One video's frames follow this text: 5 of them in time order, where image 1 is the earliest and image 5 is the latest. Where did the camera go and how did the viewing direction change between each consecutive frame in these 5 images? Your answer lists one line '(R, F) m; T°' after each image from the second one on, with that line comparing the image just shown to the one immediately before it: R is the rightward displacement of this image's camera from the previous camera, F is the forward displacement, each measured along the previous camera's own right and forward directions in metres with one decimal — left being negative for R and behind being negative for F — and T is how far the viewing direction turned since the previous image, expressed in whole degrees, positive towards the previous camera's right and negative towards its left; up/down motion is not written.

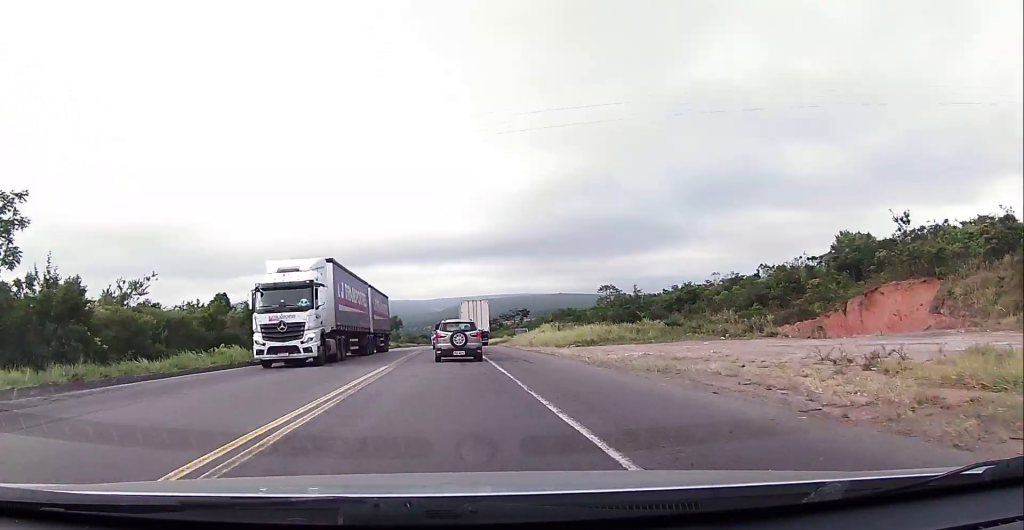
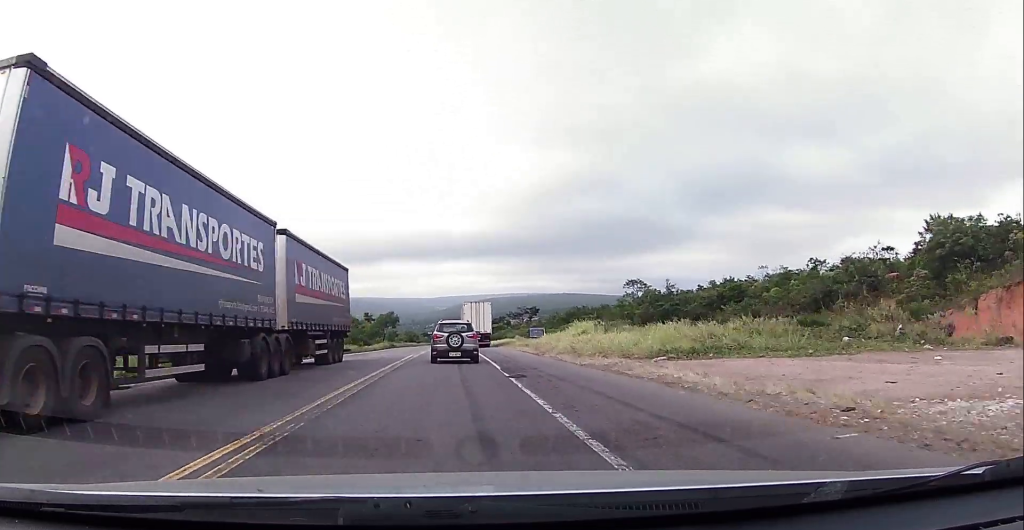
(0.0, +15.9) m; 0°
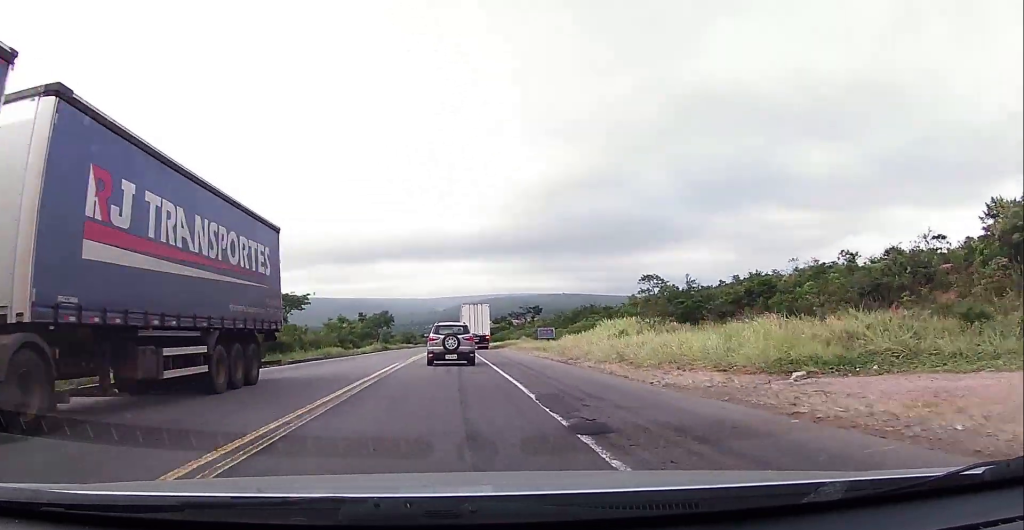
(0.0, +9.0) m; 0°
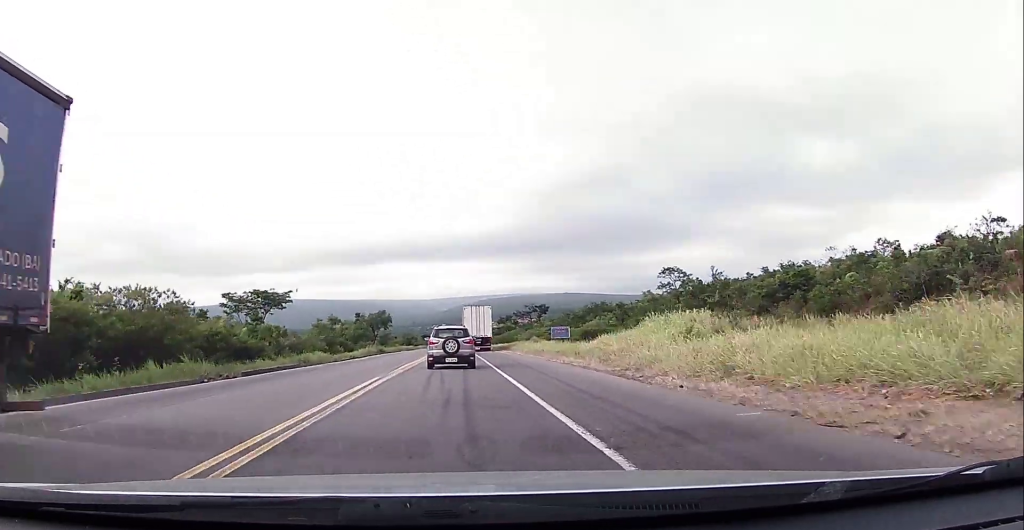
(0.0, +8.5) m; 0°
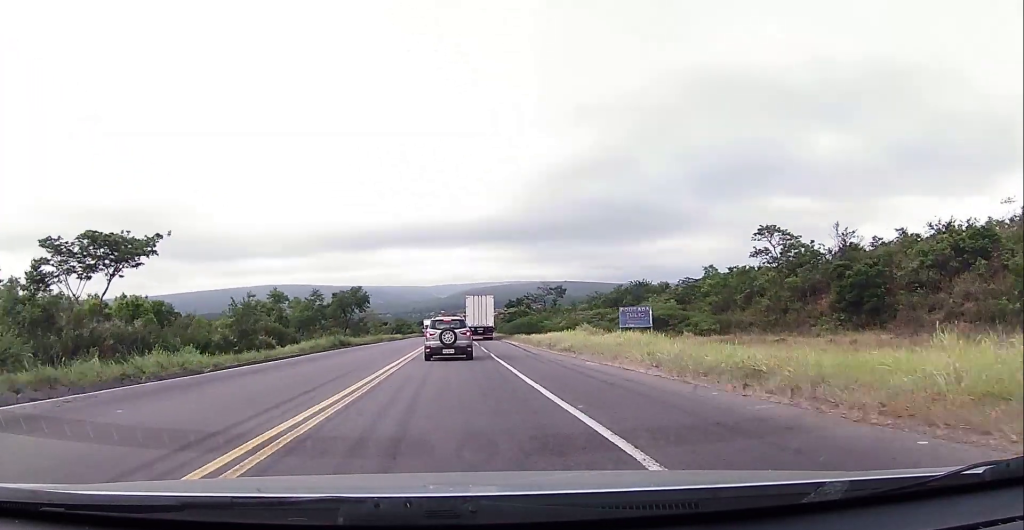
(-0.5, +28.6) m; -2°
